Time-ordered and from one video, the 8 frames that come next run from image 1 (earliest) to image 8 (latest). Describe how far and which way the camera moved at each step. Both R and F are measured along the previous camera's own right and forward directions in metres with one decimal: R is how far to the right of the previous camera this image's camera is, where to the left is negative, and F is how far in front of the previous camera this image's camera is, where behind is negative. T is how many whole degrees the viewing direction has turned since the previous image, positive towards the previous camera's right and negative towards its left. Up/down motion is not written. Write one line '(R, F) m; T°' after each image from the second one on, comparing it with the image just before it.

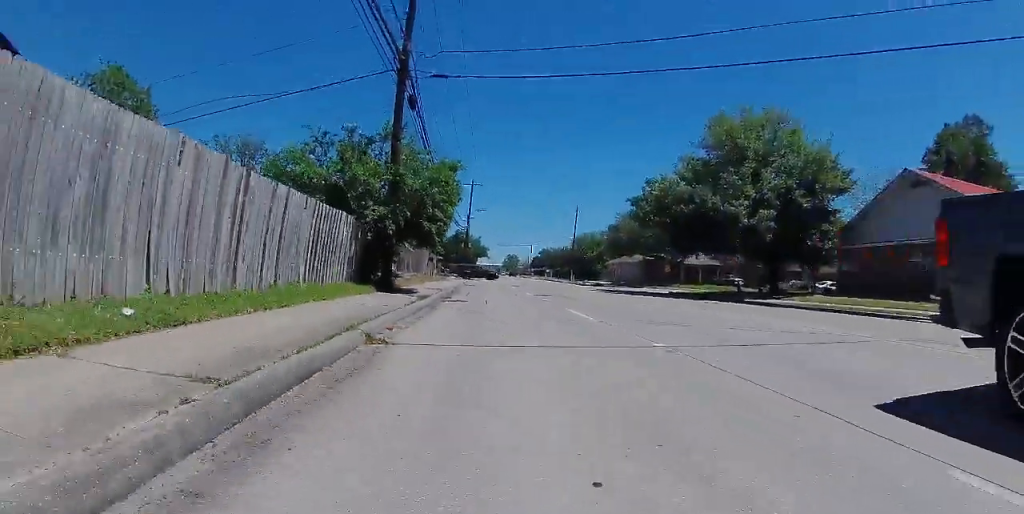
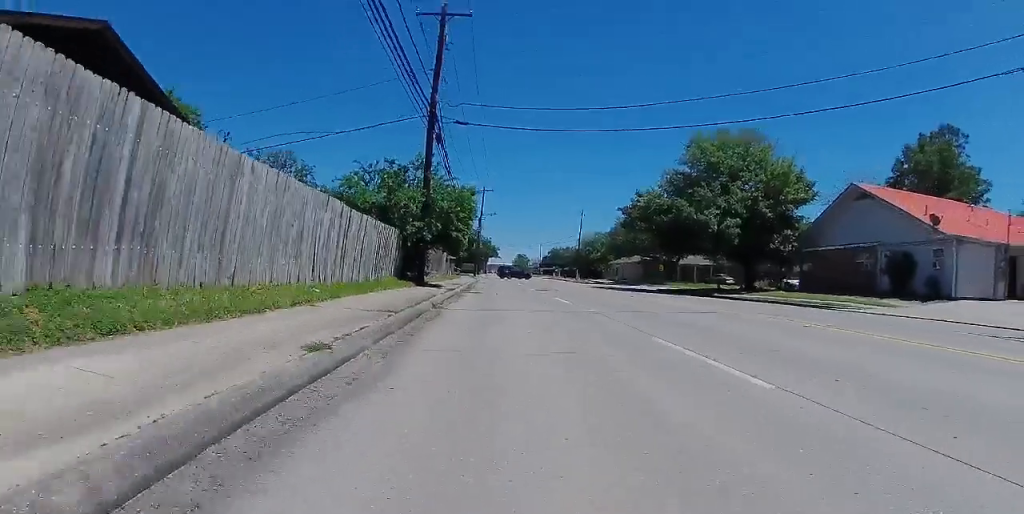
(-0.4, +5.5) m; 0°
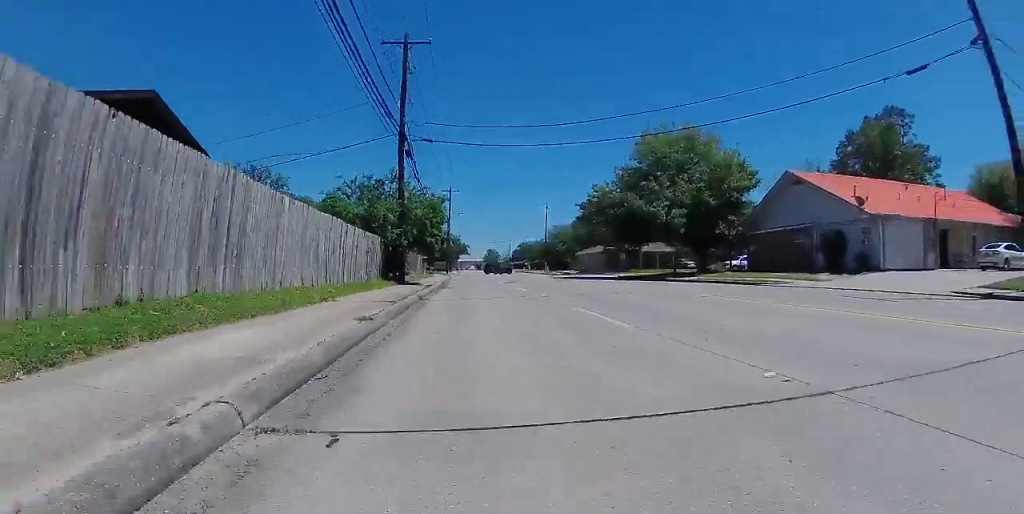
(+0.1, +3.3) m; +1°
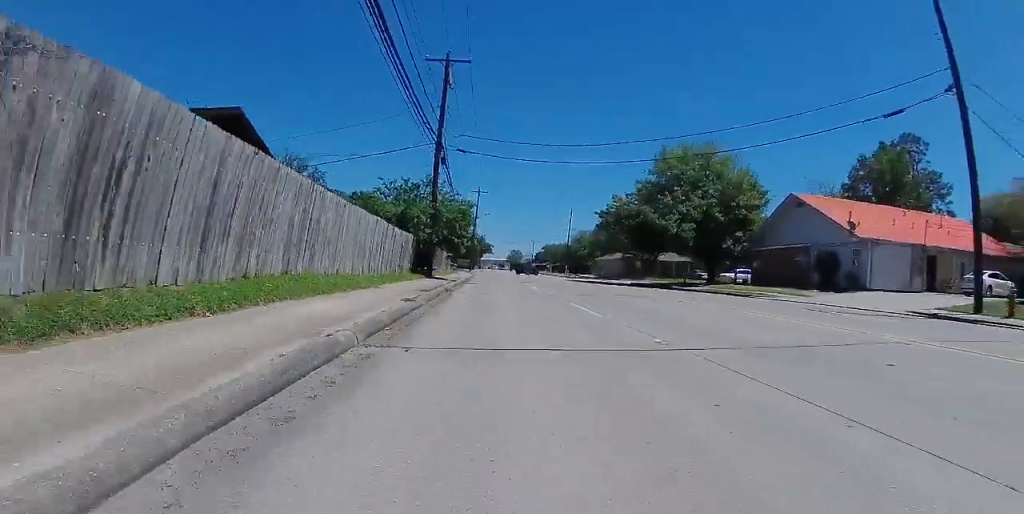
(+0.1, +2.9) m; +2°
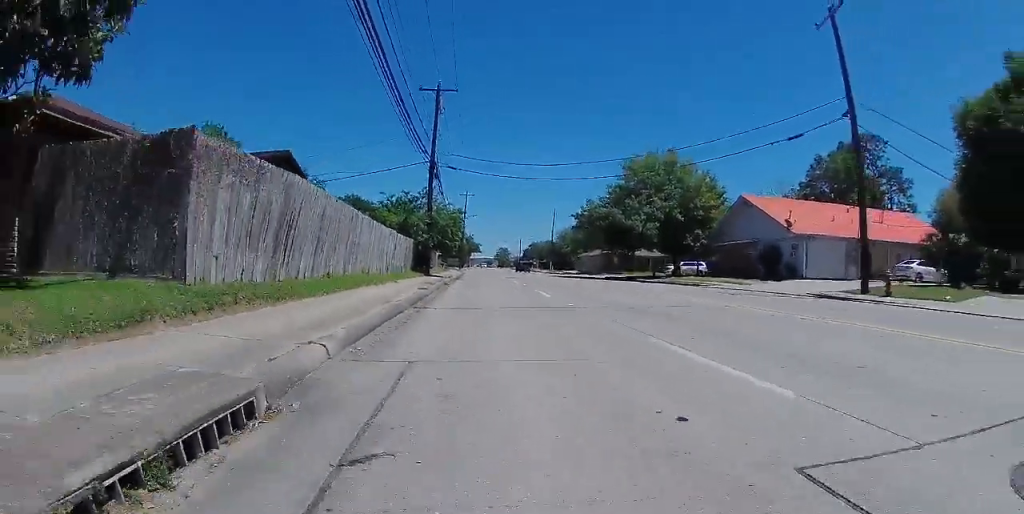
(+0.1, +5.5) m; +1°
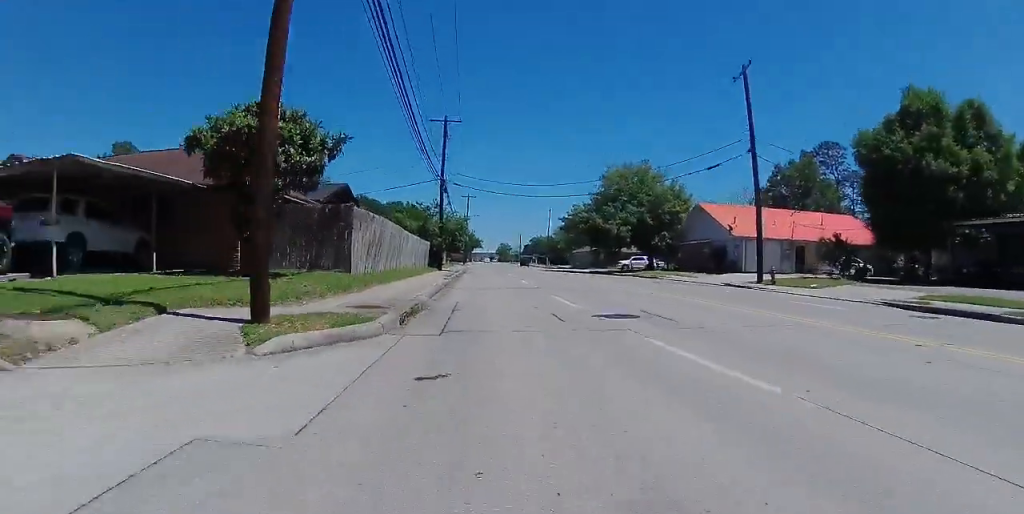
(0.0, +9.0) m; 0°
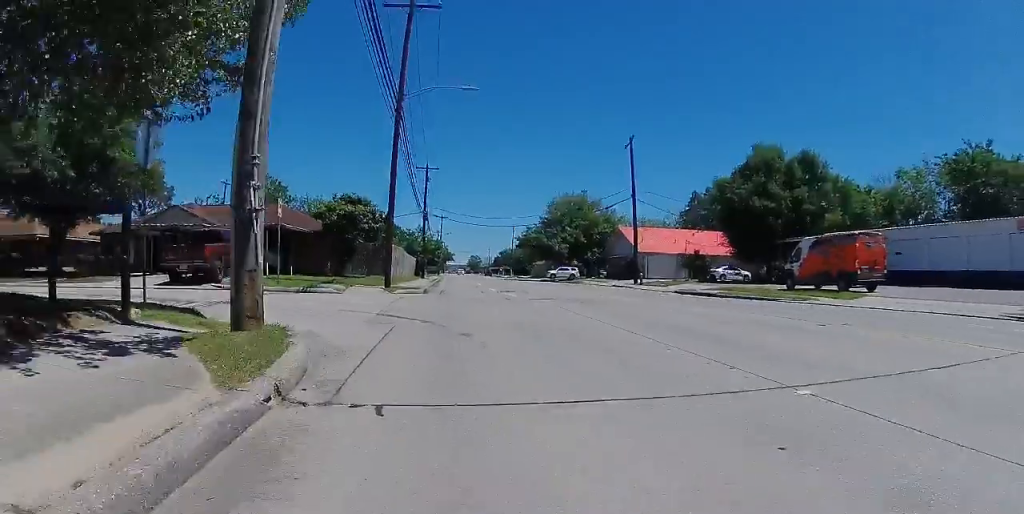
(0.0, +15.7) m; 0°
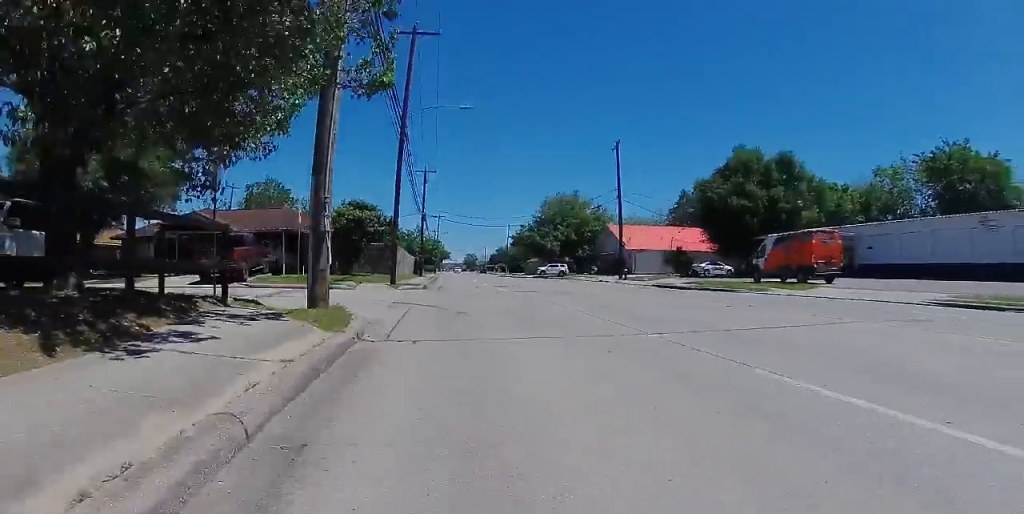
(0.0, +3.0) m; 0°
